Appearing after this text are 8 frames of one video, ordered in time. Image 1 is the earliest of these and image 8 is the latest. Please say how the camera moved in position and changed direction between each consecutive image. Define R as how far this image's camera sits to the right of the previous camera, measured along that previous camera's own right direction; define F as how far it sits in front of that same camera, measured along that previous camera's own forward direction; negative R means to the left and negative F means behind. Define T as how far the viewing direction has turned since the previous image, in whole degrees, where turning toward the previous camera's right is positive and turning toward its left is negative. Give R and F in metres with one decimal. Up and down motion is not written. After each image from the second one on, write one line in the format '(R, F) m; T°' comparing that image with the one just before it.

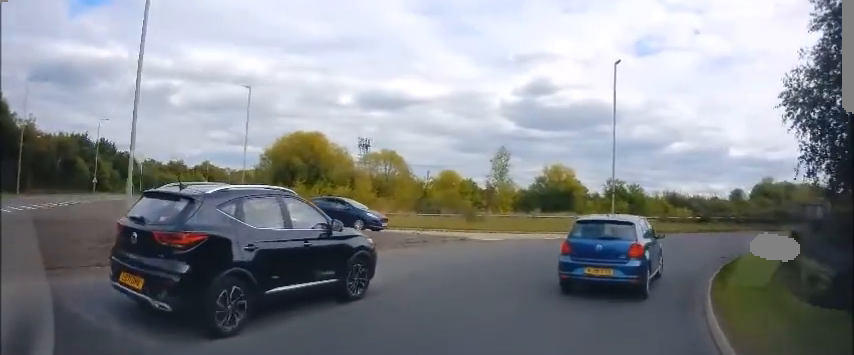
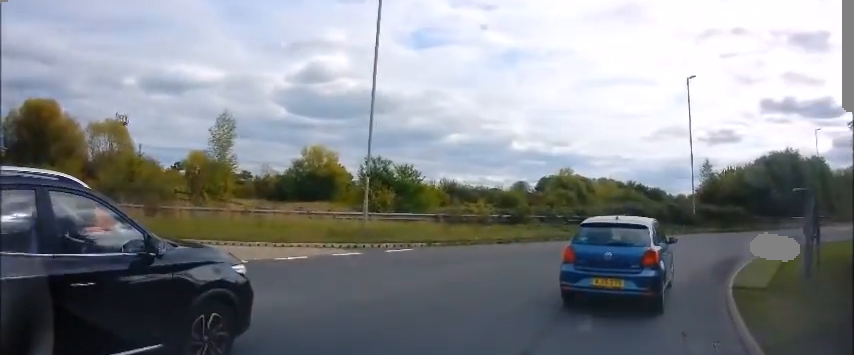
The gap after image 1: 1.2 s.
(+1.9, +11.2) m; +25°
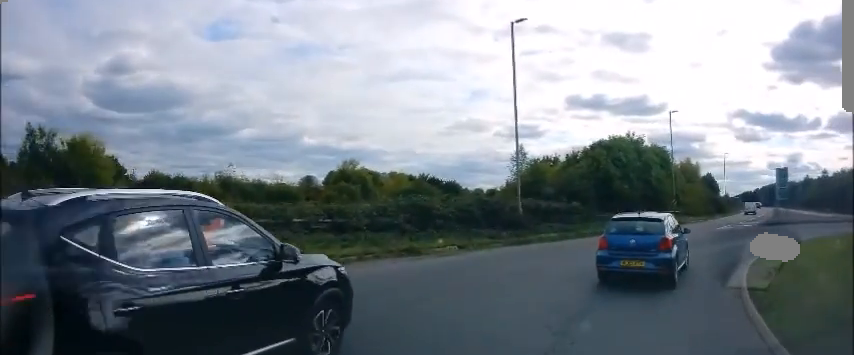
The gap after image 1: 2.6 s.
(+3.2, +9.9) m; +28°
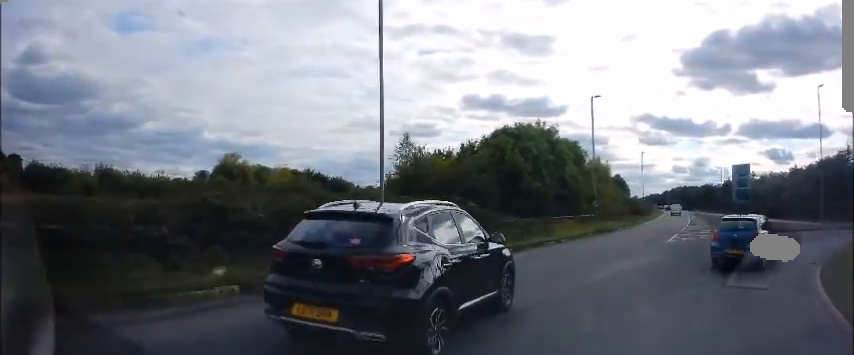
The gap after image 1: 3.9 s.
(+1.2, +7.8) m; +16°
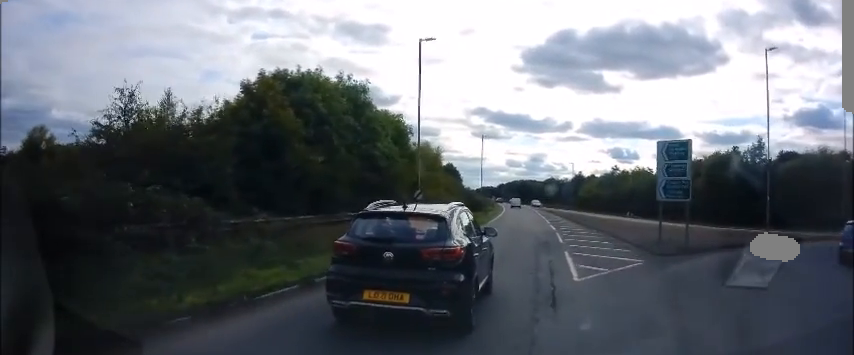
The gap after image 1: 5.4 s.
(+1.6, +11.7) m; +14°
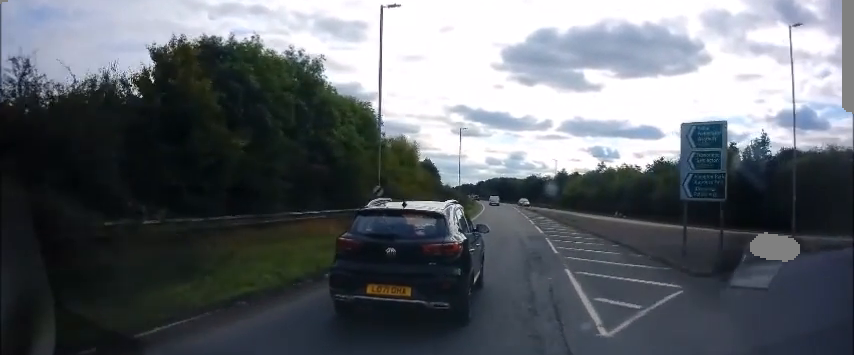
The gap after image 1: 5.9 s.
(+0.3, +4.3) m; +2°
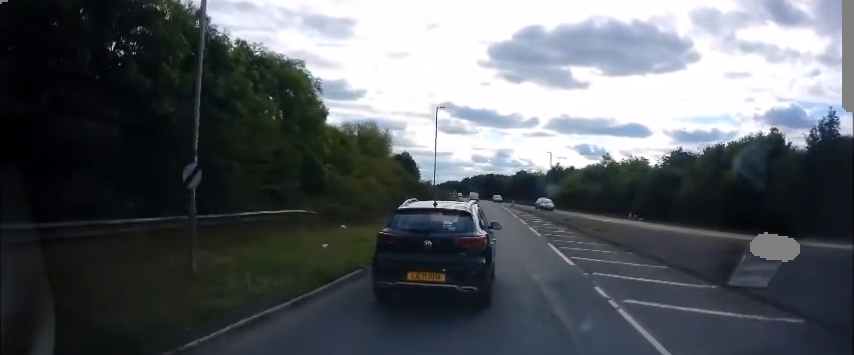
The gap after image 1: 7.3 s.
(+0.2, +12.0) m; +3°
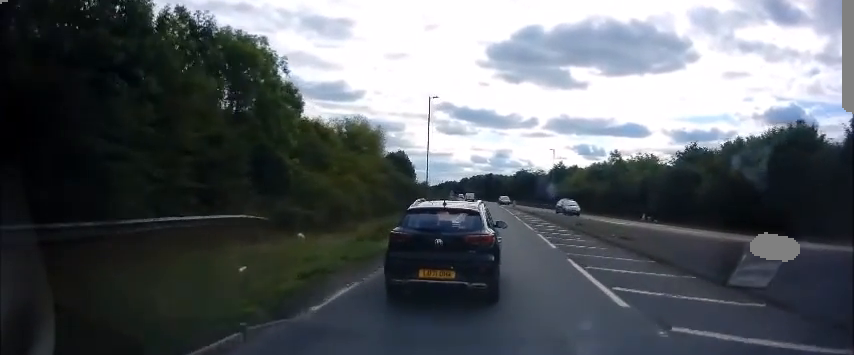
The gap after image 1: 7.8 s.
(+0.1, +5.1) m; +1°
